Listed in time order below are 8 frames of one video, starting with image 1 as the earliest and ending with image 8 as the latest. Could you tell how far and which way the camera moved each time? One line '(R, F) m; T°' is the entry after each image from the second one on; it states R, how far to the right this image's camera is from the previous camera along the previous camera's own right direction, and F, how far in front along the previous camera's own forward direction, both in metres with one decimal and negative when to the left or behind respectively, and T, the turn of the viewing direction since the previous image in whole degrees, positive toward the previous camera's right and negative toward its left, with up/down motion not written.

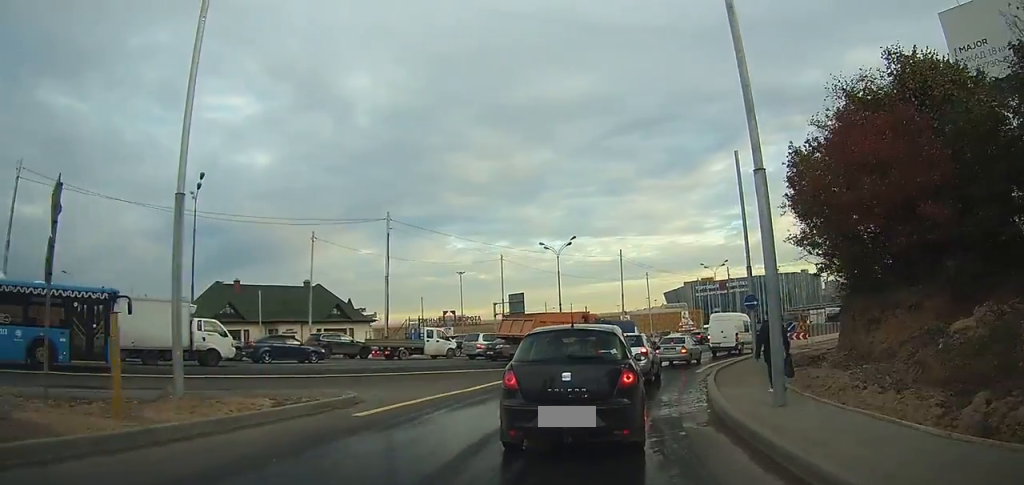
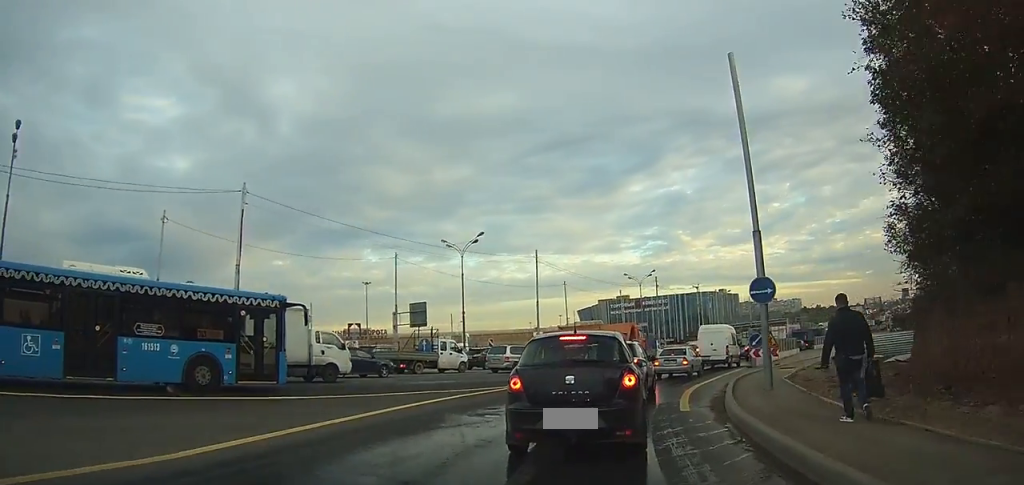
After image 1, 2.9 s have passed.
(+0.3, +7.7) m; +5°
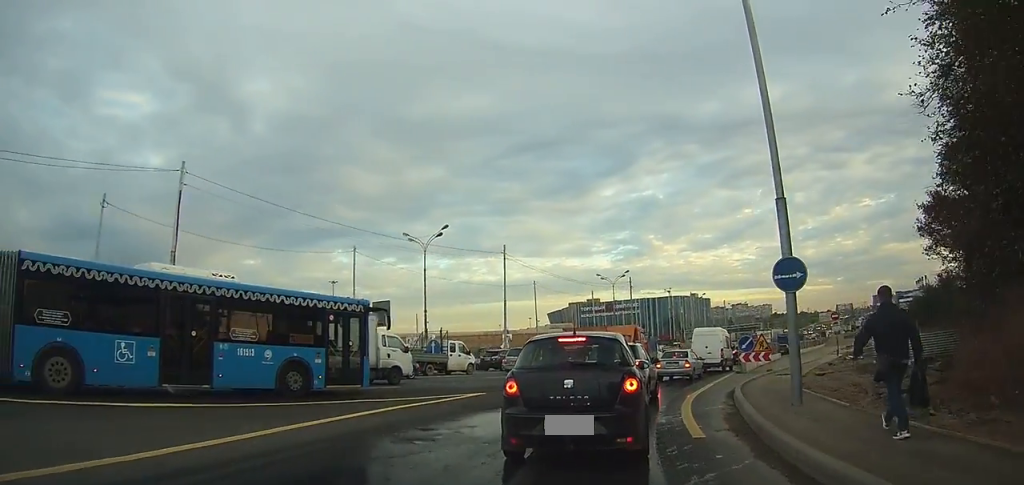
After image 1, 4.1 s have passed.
(+0.1, +3.3) m; +2°
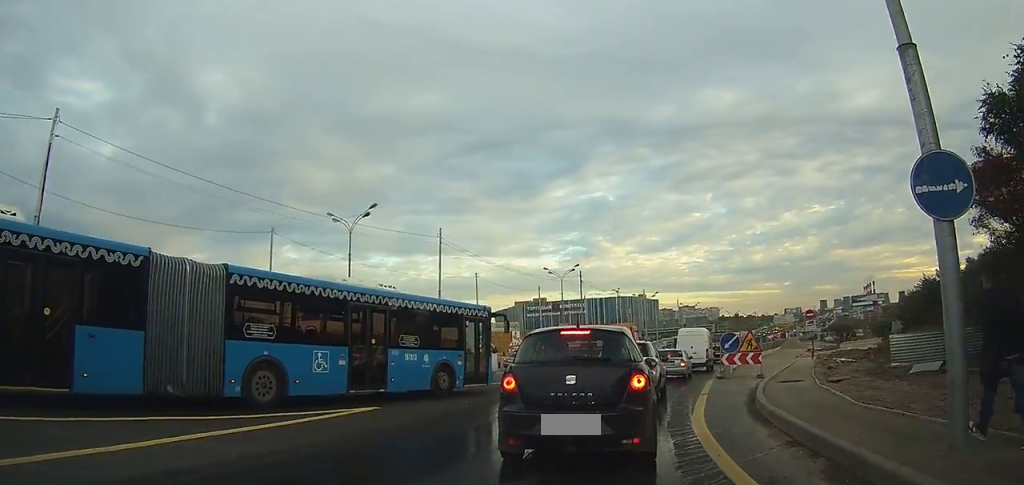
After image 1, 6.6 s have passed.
(+0.3, +6.7) m; +7°
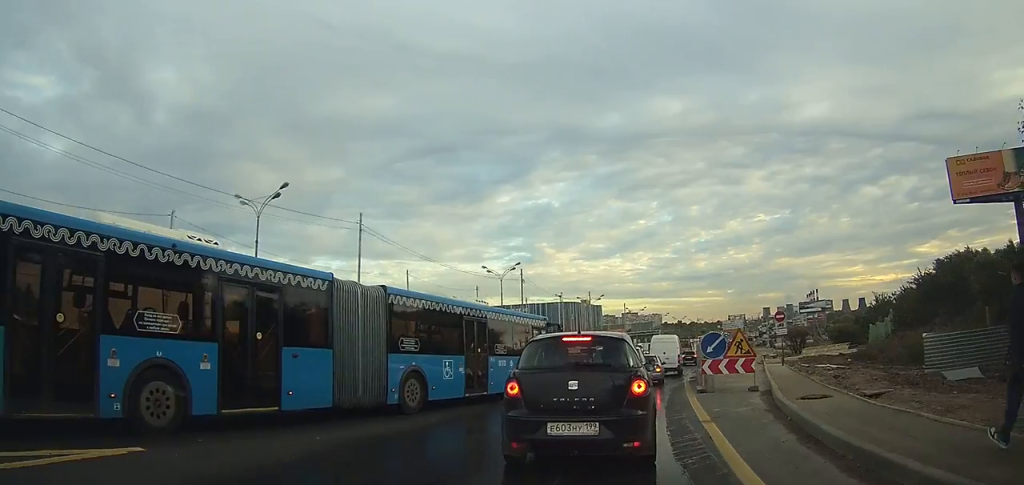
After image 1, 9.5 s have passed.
(+0.5, +7.2) m; +6°
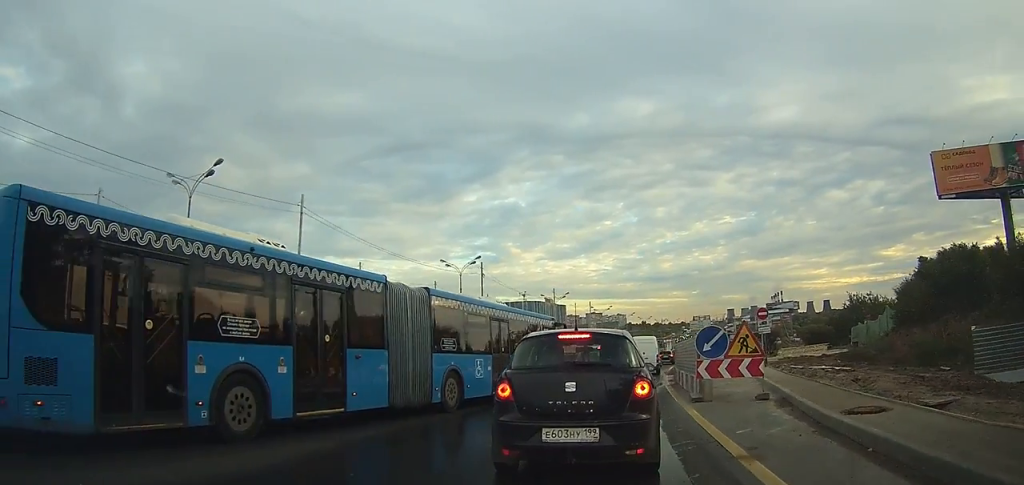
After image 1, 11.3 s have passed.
(0.0, +3.9) m; -3°
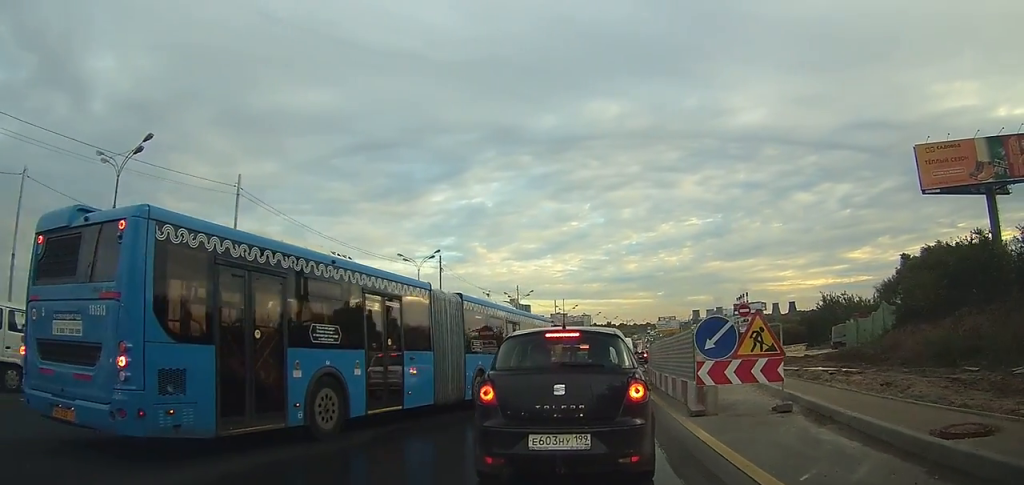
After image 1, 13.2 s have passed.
(-0.2, +3.7) m; +2°
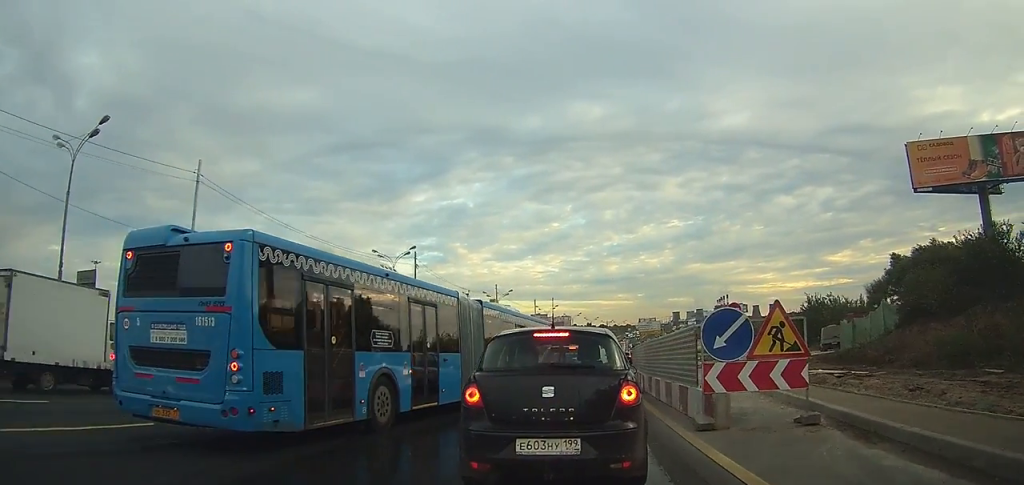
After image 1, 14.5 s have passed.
(+0.1, +2.2) m; +4°
